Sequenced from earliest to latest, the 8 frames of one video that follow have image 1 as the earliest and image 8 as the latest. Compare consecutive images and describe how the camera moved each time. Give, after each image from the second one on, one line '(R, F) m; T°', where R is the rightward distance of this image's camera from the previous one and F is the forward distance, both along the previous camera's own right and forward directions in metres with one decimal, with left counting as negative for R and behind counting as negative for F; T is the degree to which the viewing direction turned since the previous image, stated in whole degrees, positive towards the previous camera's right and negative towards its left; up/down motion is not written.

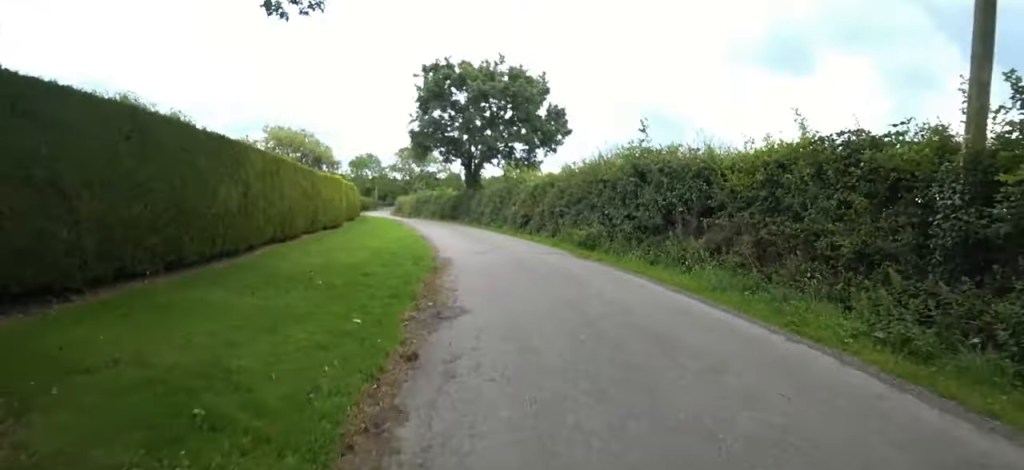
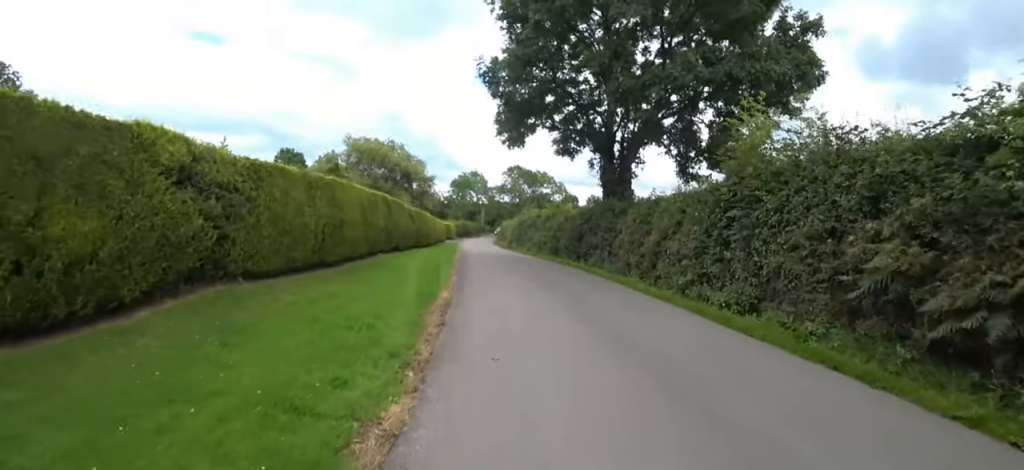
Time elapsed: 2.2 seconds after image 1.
(0.0, +15.3) m; -9°
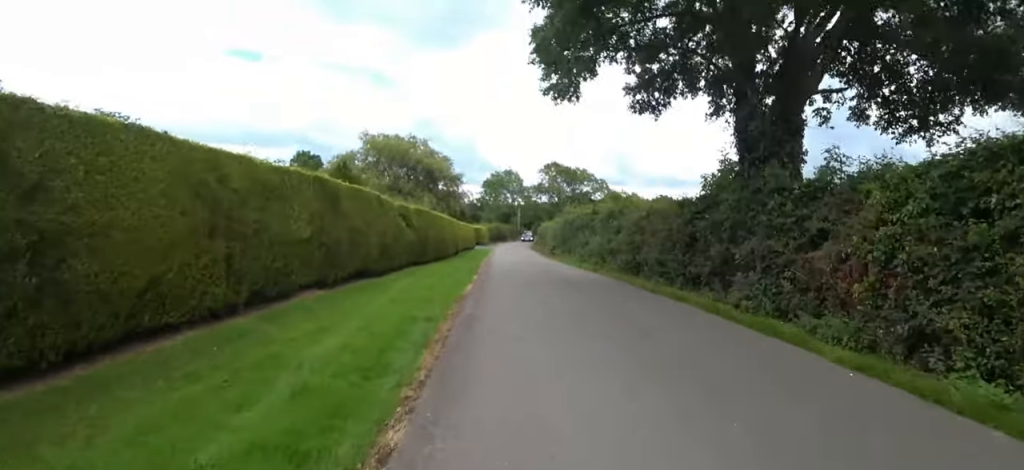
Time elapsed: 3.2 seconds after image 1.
(-1.2, +7.1) m; -12°
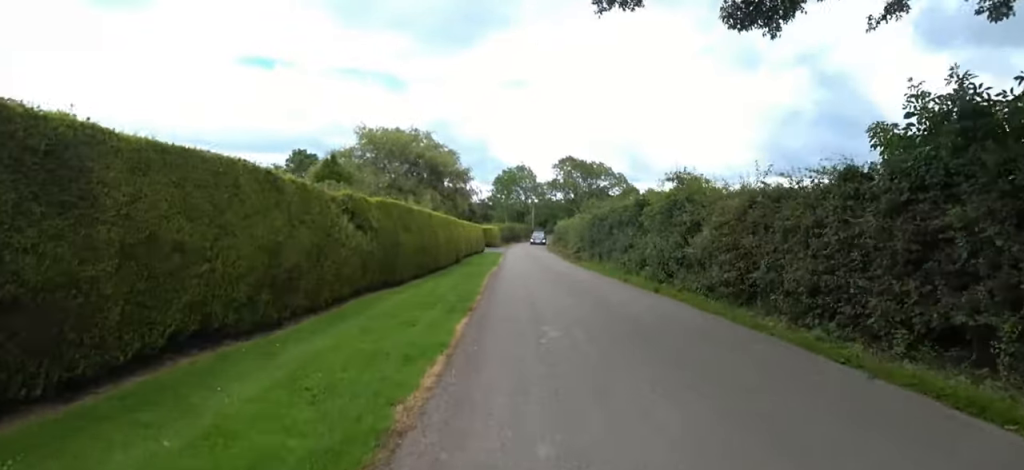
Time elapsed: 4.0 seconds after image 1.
(-0.3, +5.4) m; +2°
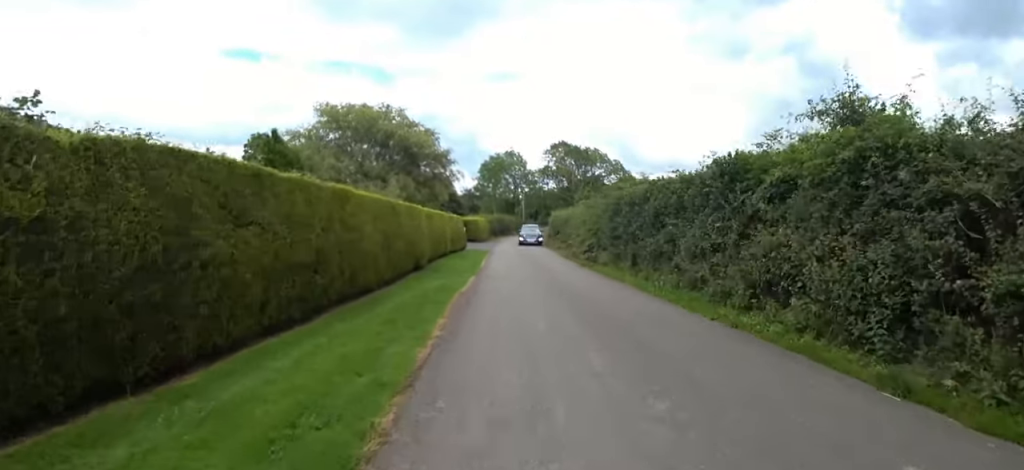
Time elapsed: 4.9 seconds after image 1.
(+0.6, +6.9) m; +8°
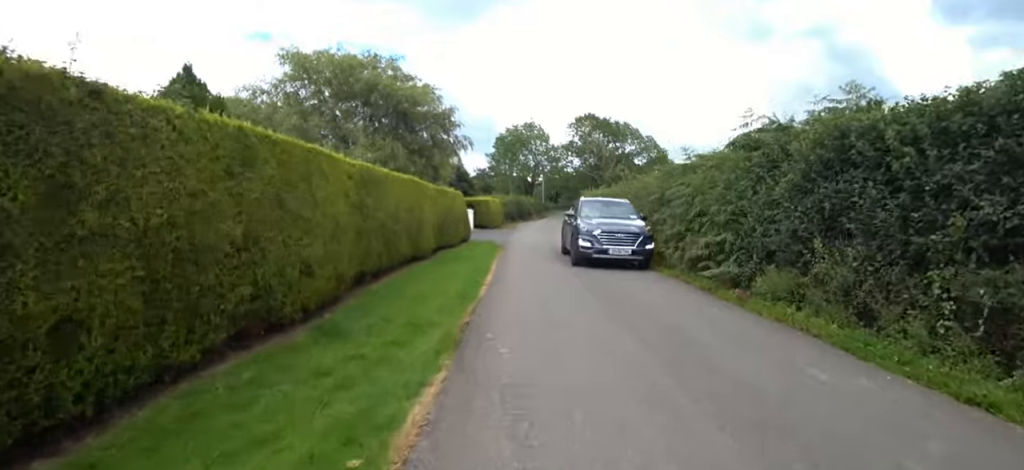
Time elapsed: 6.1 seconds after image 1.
(0.0, +9.4) m; -8°
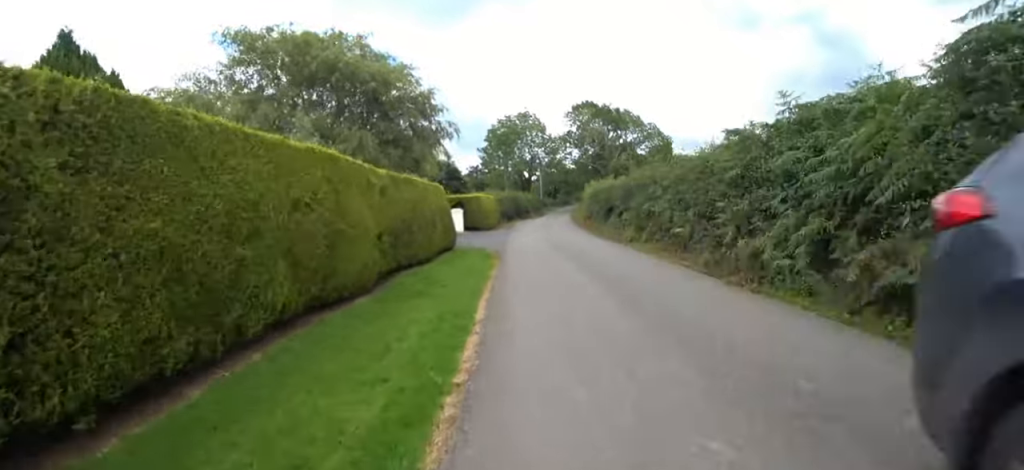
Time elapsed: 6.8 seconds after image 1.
(-0.4, +5.1) m; -2°
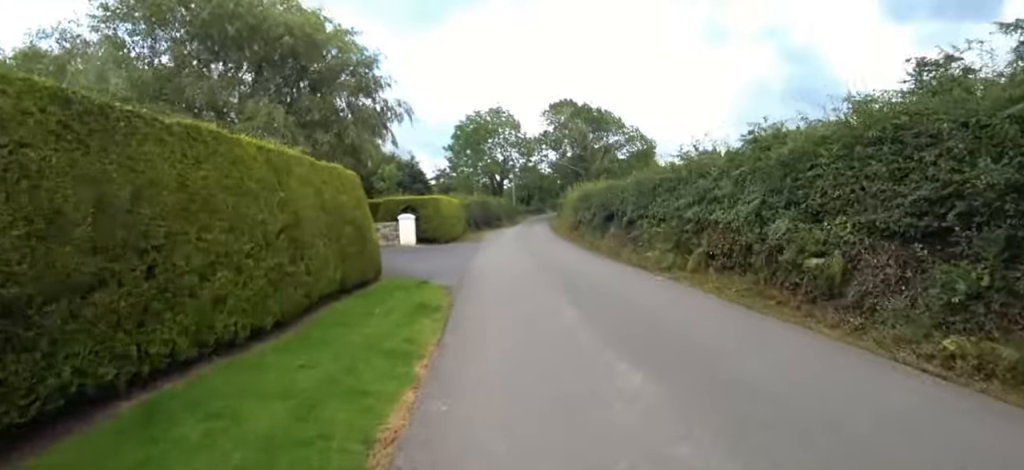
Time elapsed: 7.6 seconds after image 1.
(-0.2, +6.2) m; +7°
